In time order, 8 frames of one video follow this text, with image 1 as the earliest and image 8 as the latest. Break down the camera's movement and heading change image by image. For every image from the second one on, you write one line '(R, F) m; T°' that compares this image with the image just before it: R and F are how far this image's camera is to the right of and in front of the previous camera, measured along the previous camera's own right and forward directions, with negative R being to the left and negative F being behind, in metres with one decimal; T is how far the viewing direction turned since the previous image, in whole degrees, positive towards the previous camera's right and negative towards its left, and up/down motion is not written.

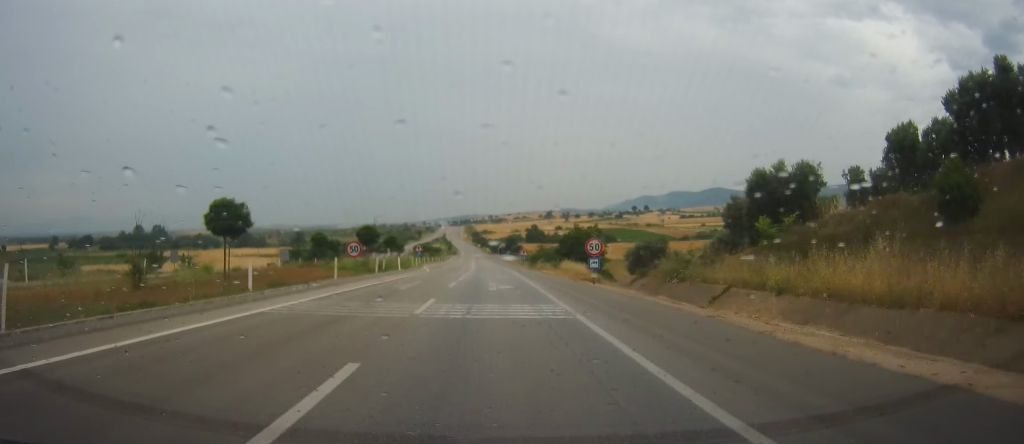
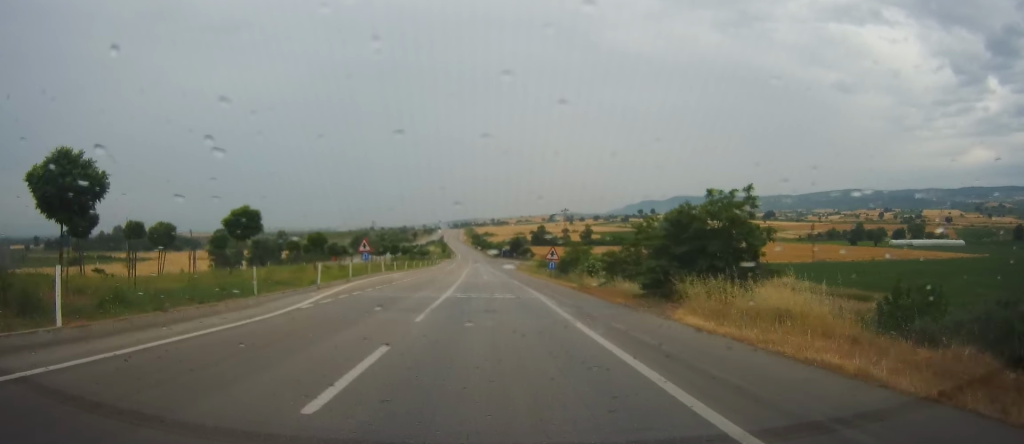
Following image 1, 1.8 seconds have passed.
(0.0, +42.0) m; 0°
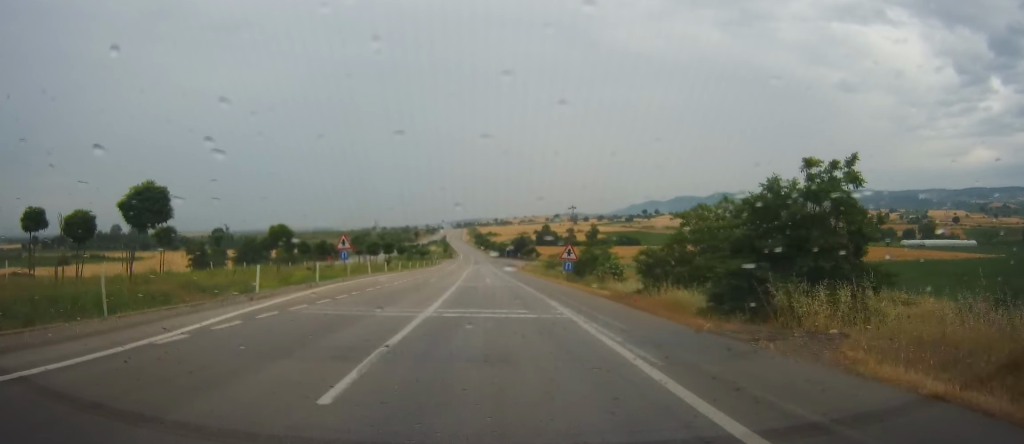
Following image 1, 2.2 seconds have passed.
(0.0, +9.2) m; 0°
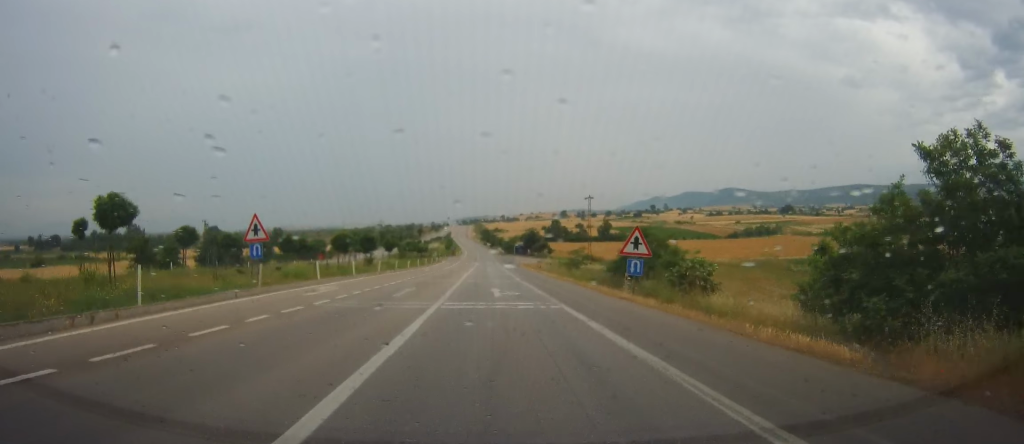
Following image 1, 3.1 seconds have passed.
(0.0, +19.3) m; 0°
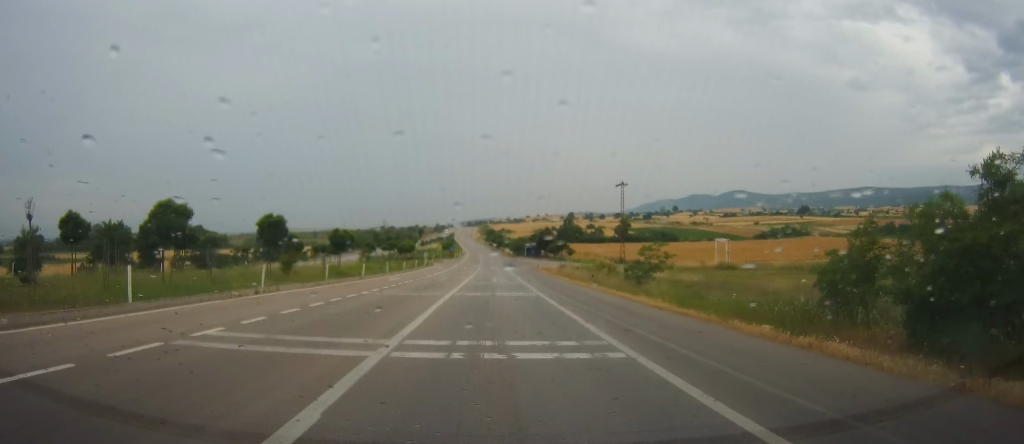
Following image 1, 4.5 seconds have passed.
(+0.4, +32.2) m; +1°
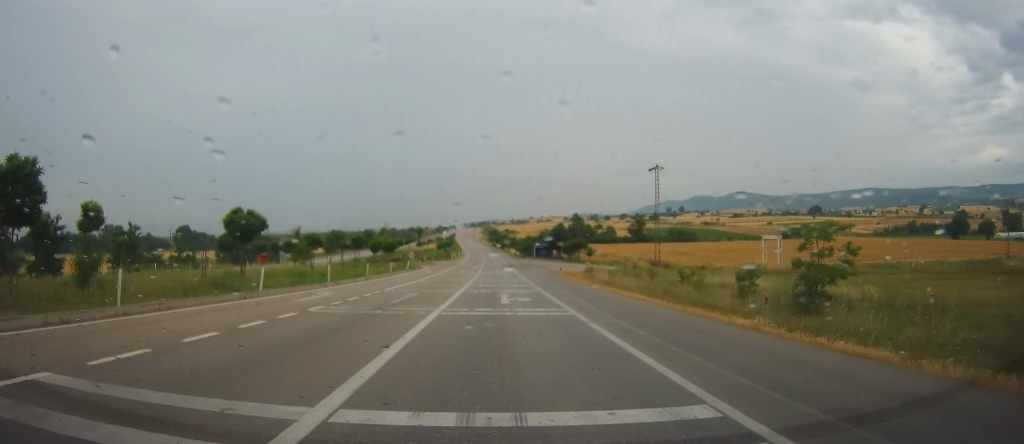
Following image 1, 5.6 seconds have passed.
(+0.1, +23.7) m; -1°
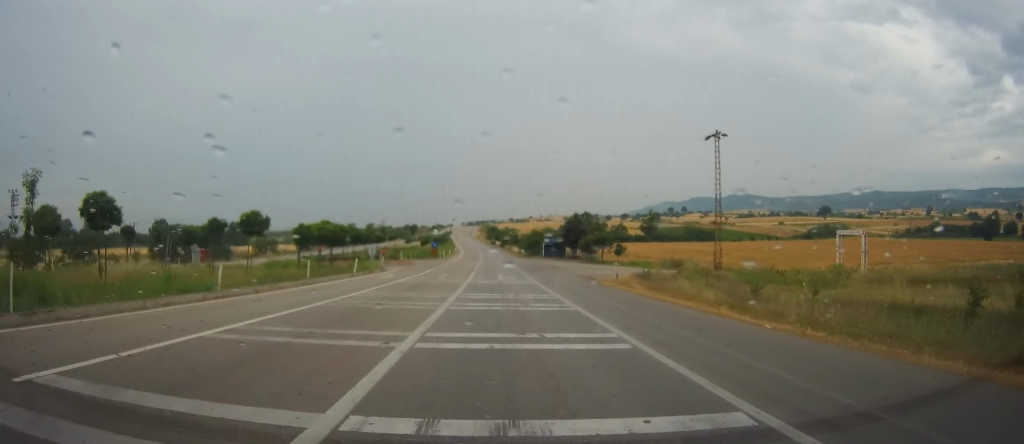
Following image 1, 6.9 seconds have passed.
(-0.4, +27.4) m; -1°
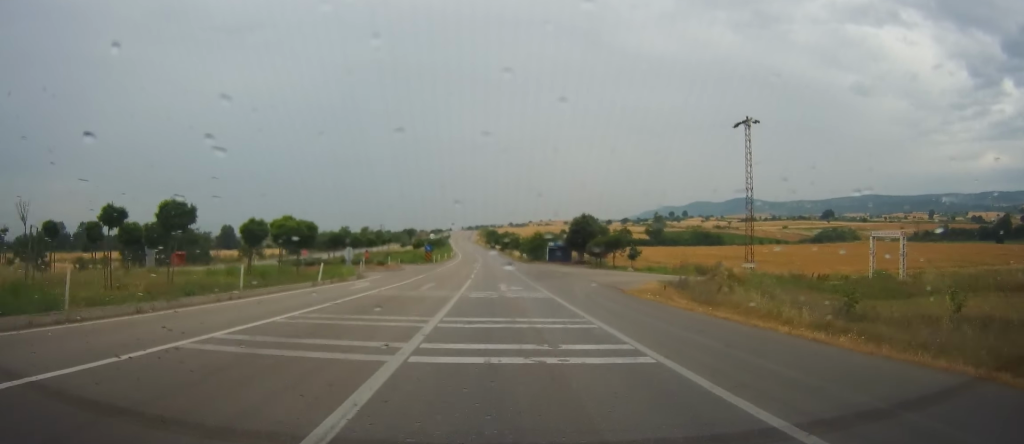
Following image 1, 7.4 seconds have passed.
(0.0, +9.0) m; 0°
